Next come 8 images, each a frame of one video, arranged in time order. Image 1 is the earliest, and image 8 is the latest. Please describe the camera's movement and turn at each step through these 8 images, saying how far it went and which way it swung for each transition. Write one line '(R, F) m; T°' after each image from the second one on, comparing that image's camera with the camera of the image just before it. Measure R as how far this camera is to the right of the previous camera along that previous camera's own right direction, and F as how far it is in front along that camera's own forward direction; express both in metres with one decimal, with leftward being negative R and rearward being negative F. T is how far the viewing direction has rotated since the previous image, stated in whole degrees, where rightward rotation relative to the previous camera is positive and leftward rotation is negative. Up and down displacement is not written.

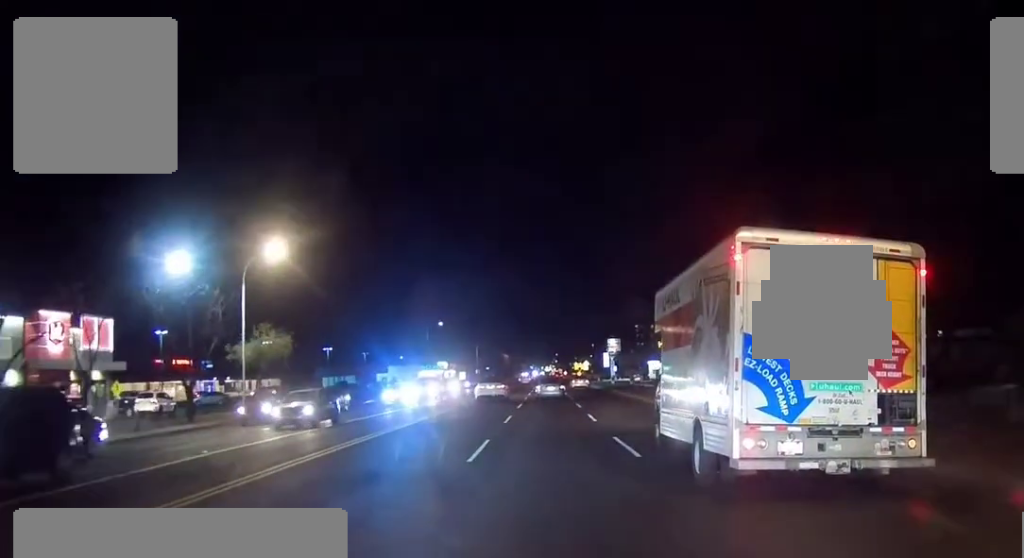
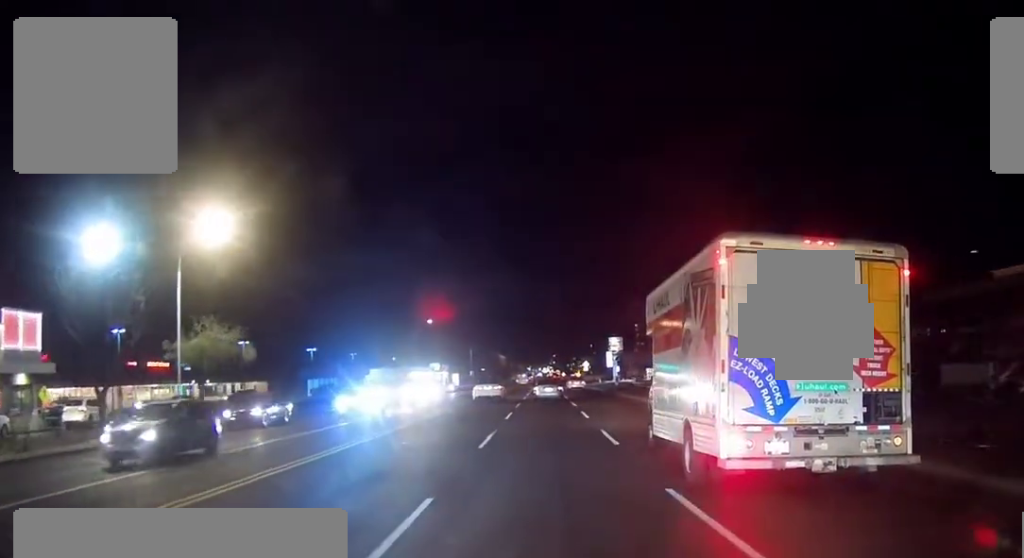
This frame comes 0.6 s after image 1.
(0.0, +8.4) m; 0°
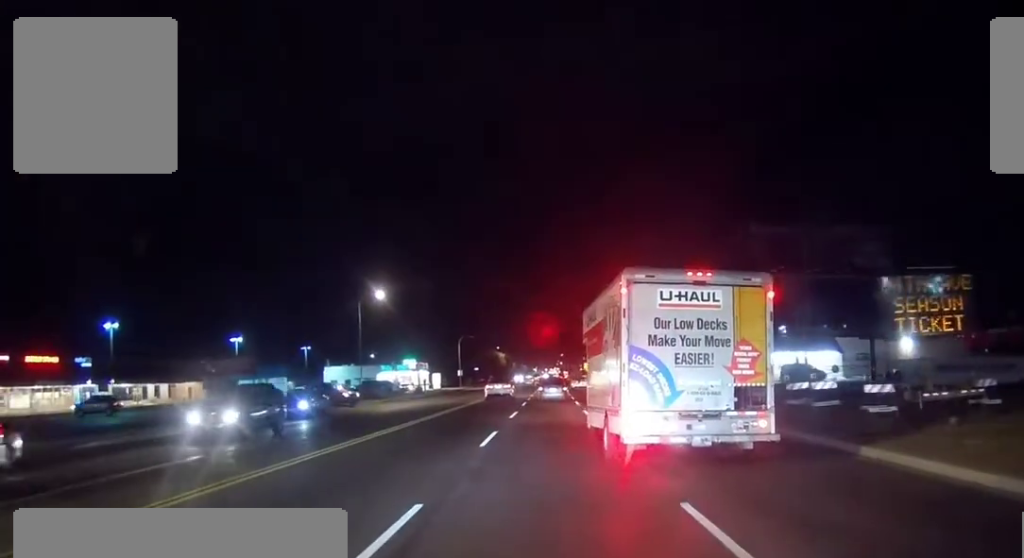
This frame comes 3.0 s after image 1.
(0.0, +35.1) m; 0°
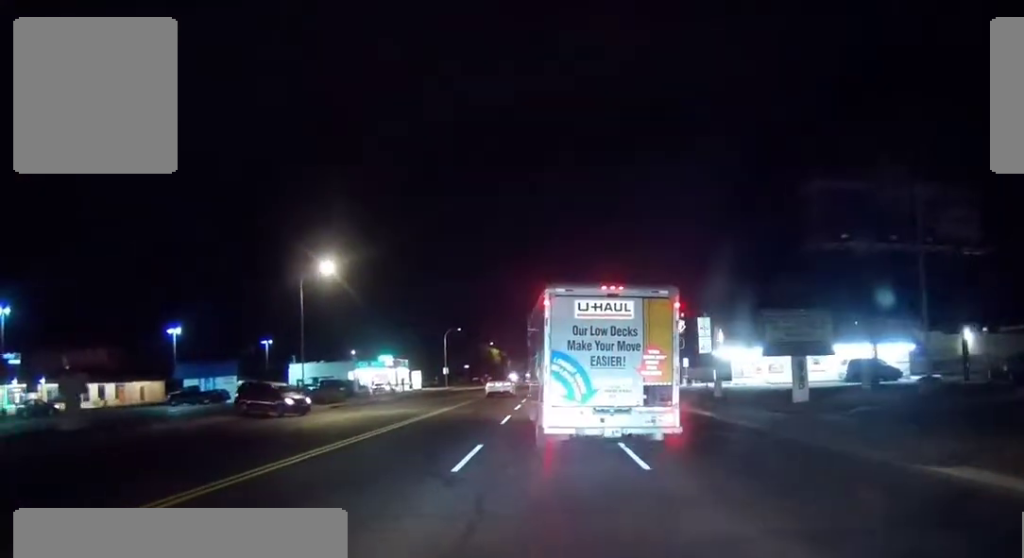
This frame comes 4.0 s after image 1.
(0.0, +17.1) m; 0°
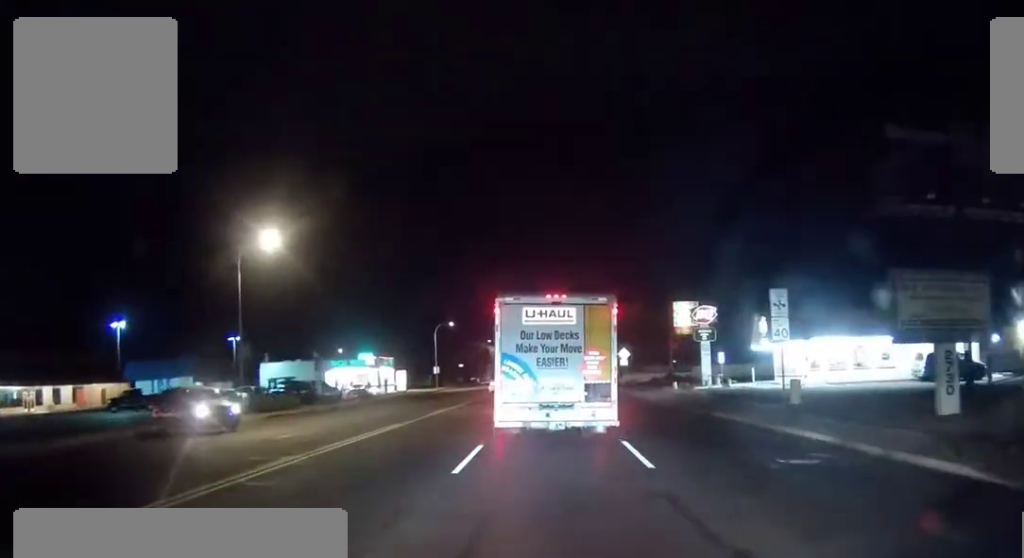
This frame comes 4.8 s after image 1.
(0.0, +12.2) m; 0°
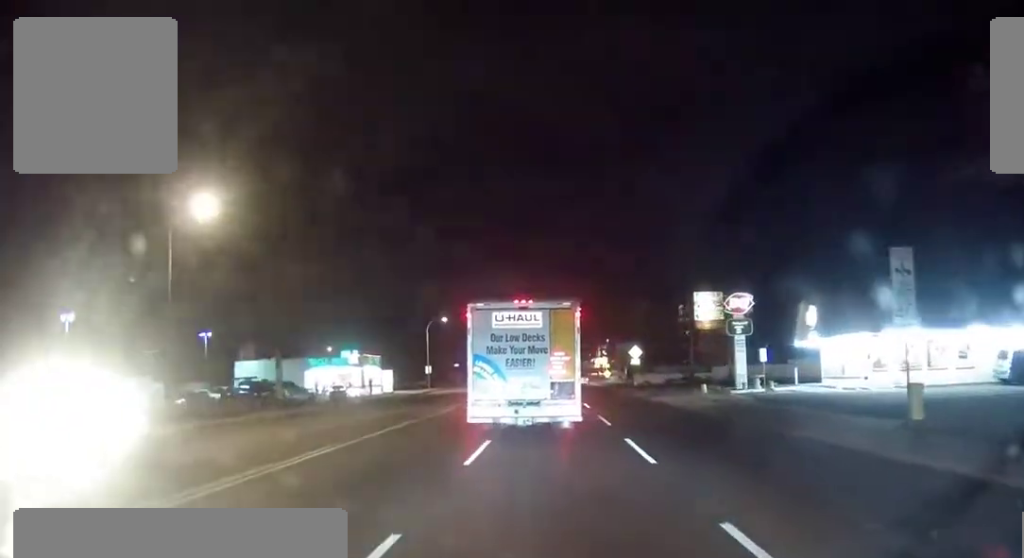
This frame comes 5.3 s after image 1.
(0.0, +9.3) m; 0°
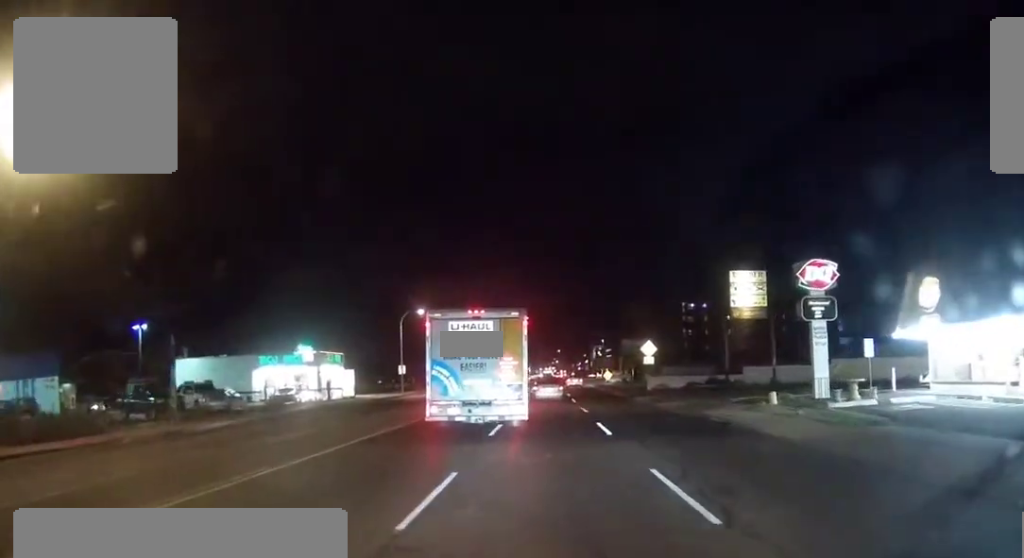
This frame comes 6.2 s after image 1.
(0.0, +14.4) m; 0°
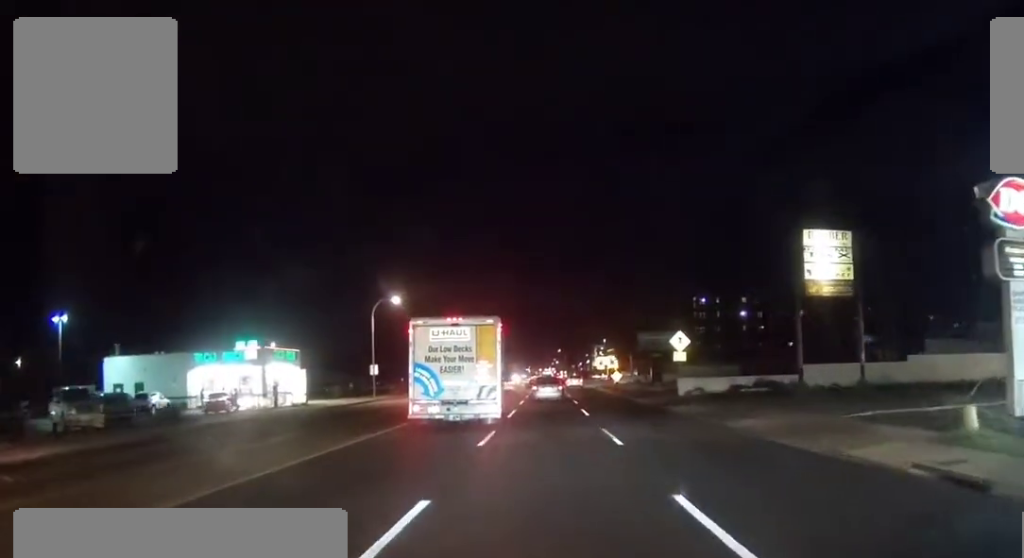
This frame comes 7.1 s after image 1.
(0.0, +14.4) m; 0°
